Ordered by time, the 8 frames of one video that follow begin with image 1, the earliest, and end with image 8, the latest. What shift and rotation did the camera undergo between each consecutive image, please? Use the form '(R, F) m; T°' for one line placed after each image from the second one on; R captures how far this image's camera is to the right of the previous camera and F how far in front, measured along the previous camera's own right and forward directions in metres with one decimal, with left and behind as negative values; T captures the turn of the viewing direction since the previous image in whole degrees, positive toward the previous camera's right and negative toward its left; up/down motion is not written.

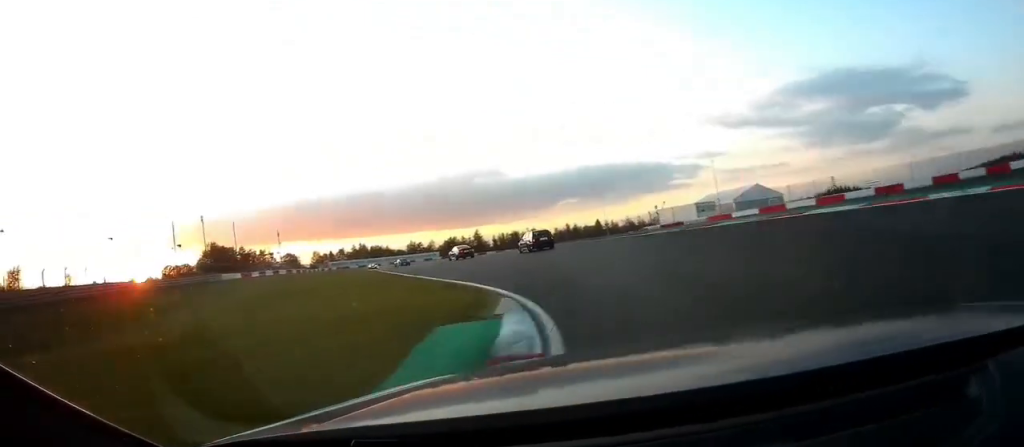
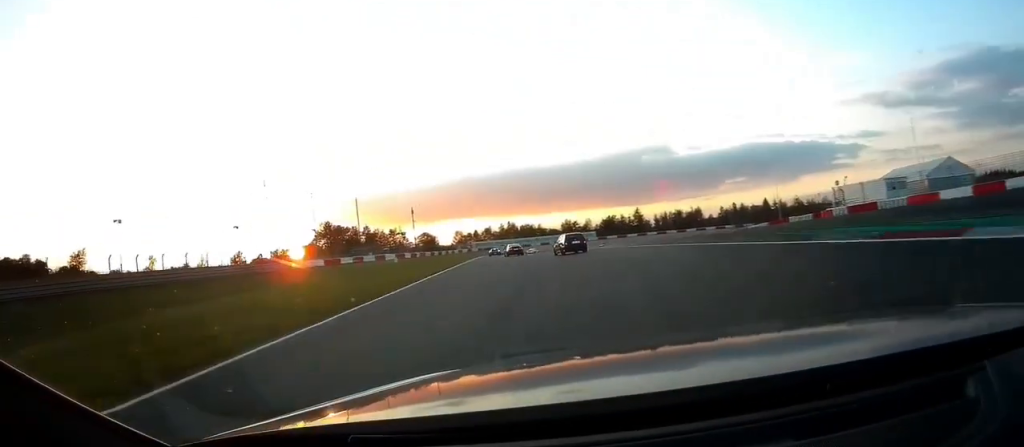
(-3.6, +24.0) m; -14°
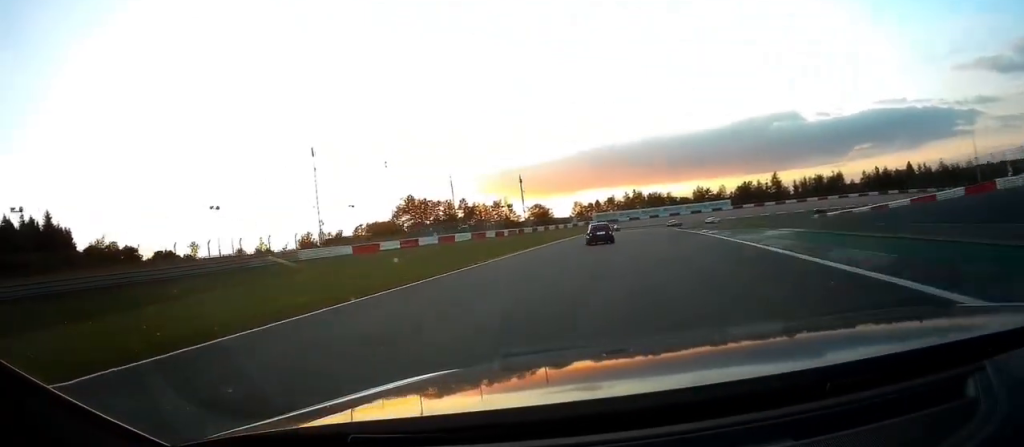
(-1.7, +22.5) m; -15°
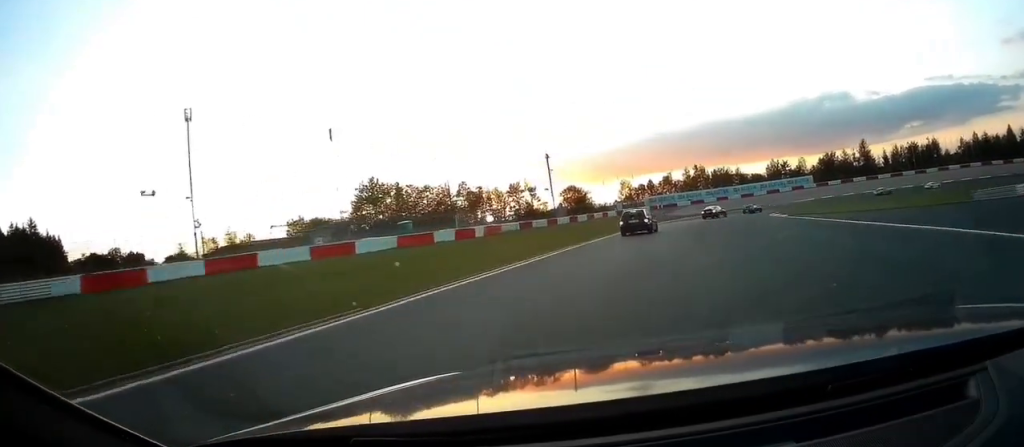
(-6.7, +29.3) m; -21°
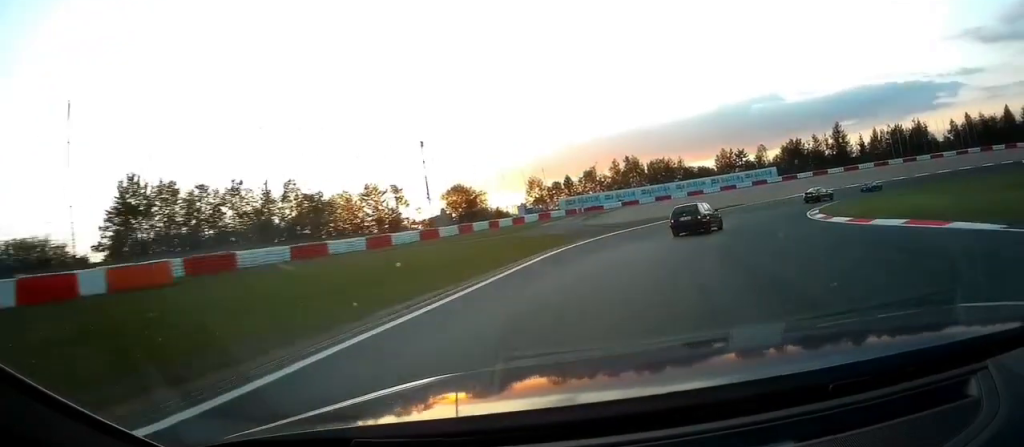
(-3.2, +29.9) m; -9°
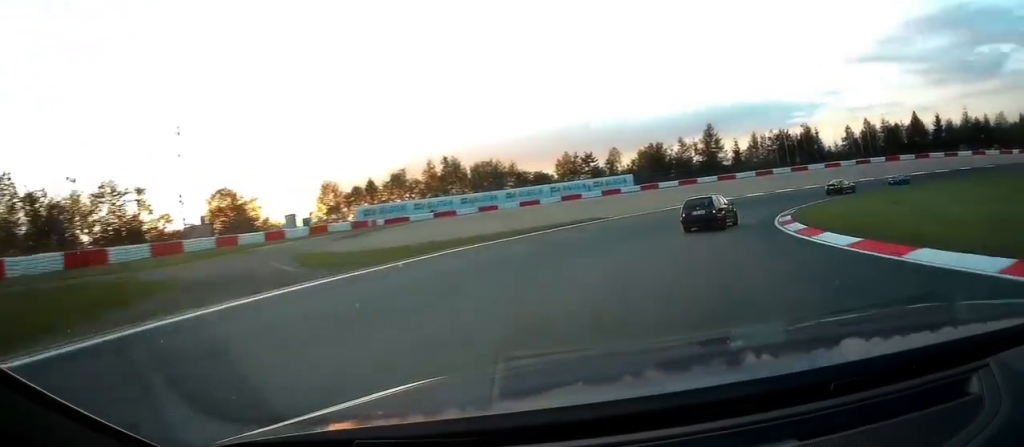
(-0.5, +23.6) m; +11°
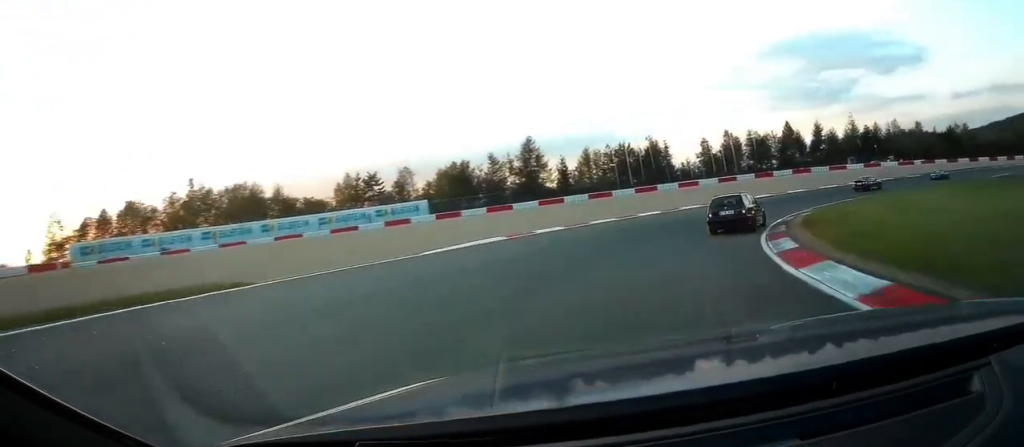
(+4.8, +23.2) m; +21°
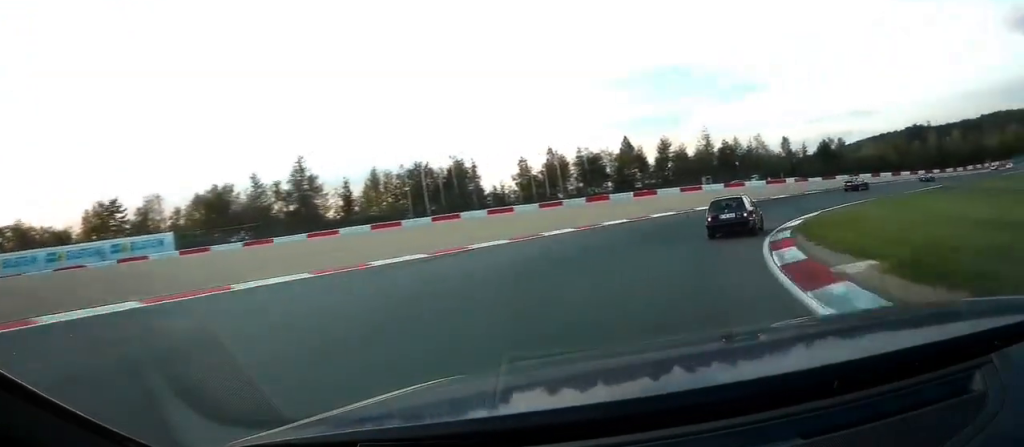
(+3.3, +19.1) m; +21°
